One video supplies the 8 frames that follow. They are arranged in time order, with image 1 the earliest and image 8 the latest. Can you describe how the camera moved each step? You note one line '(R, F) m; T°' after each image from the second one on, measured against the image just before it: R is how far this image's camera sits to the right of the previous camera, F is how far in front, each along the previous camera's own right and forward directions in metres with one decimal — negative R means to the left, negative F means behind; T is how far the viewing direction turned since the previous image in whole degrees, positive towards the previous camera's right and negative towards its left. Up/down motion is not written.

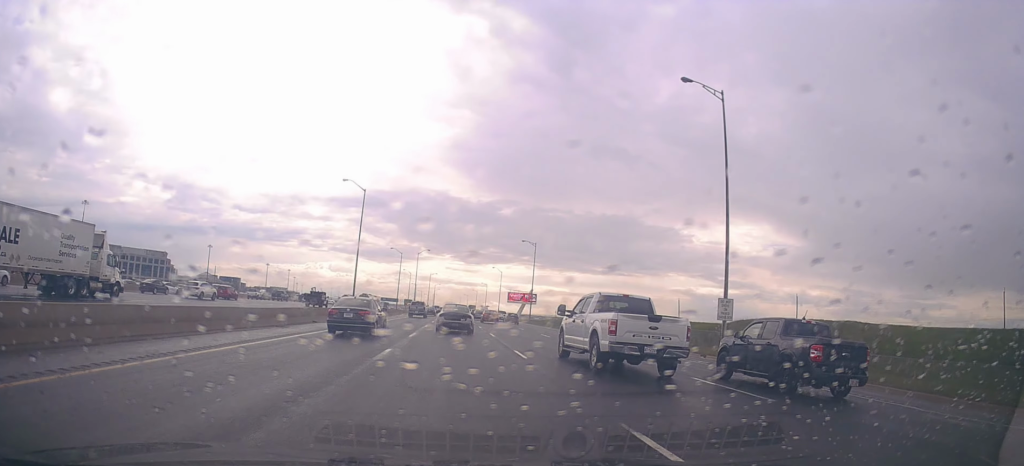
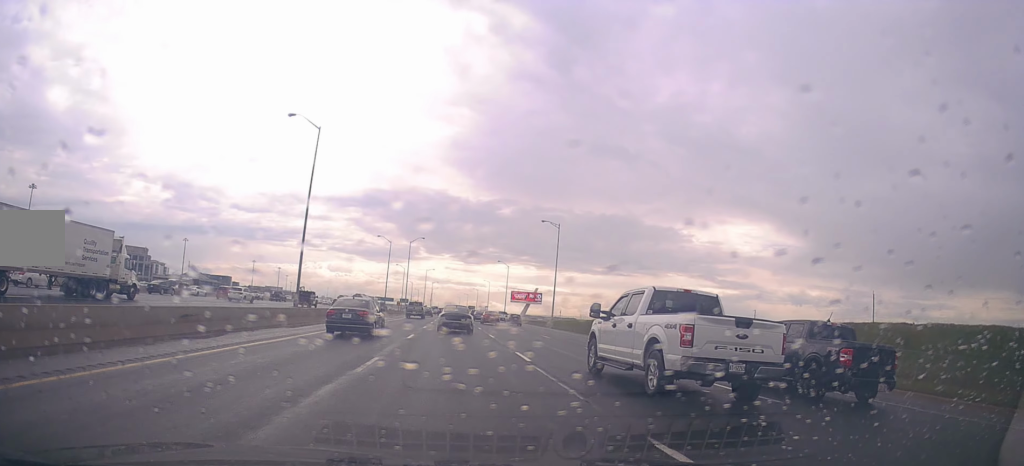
(+0.5, +25.6) m; 0°
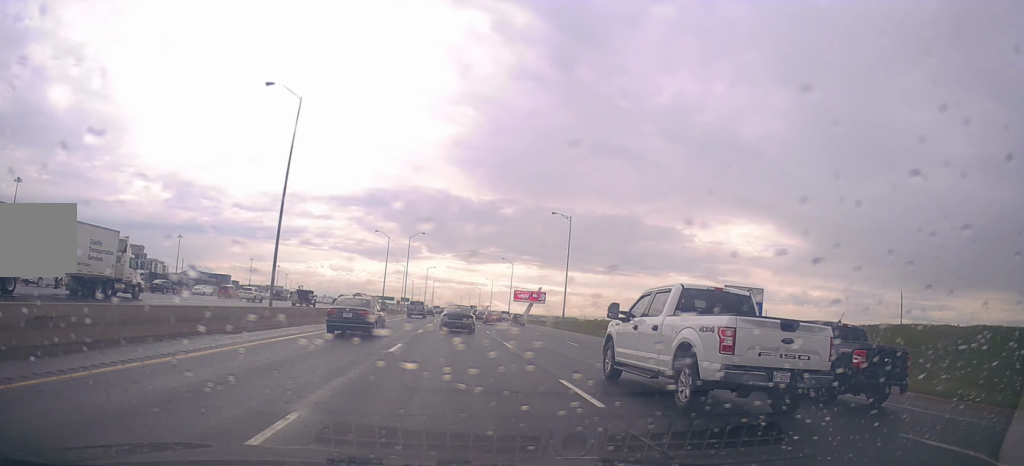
(0.0, +6.9) m; 0°
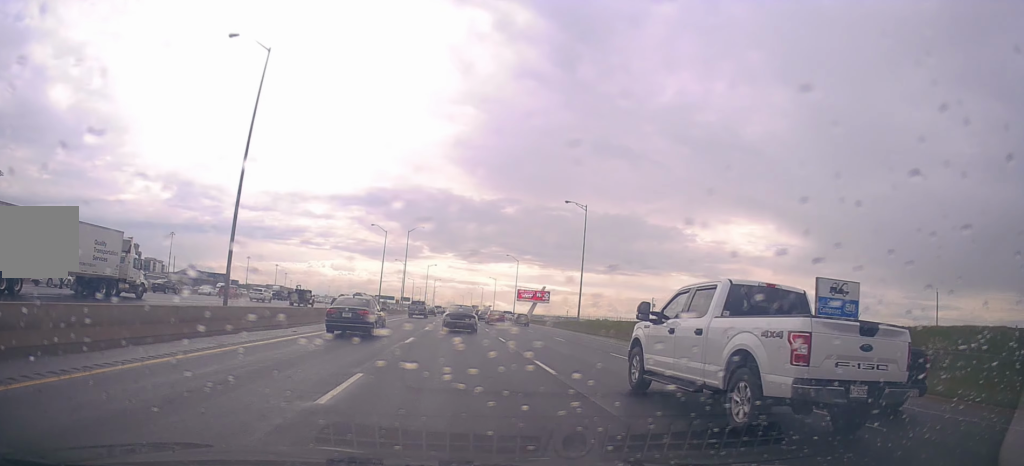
(+0.1, +8.5) m; 0°
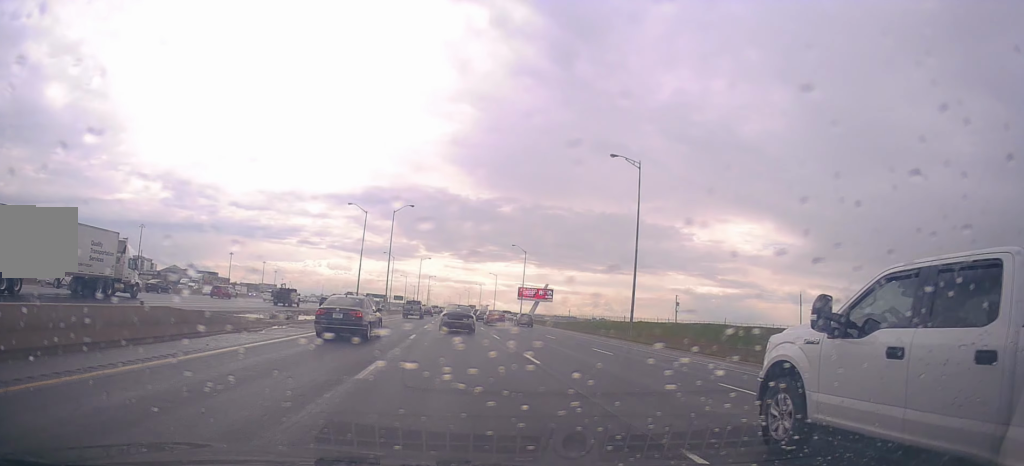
(+0.1, +22.5) m; +1°
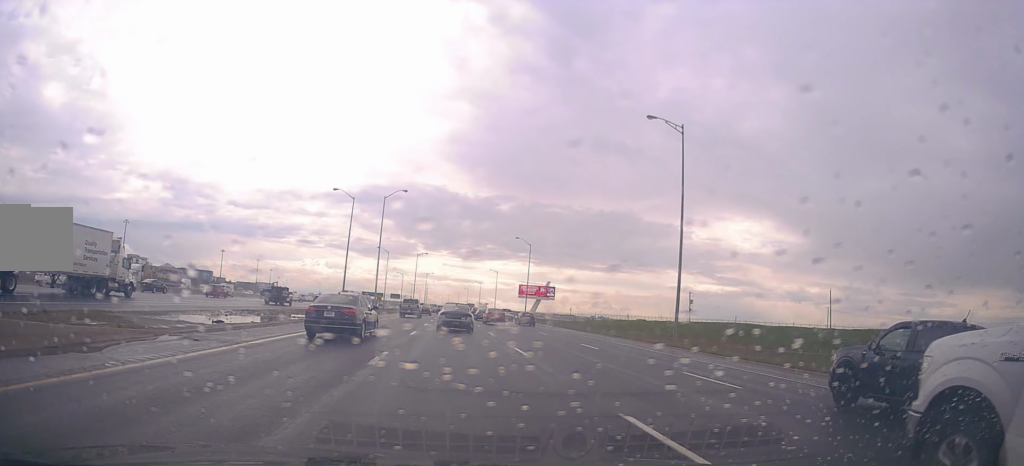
(+0.1, +10.2) m; 0°
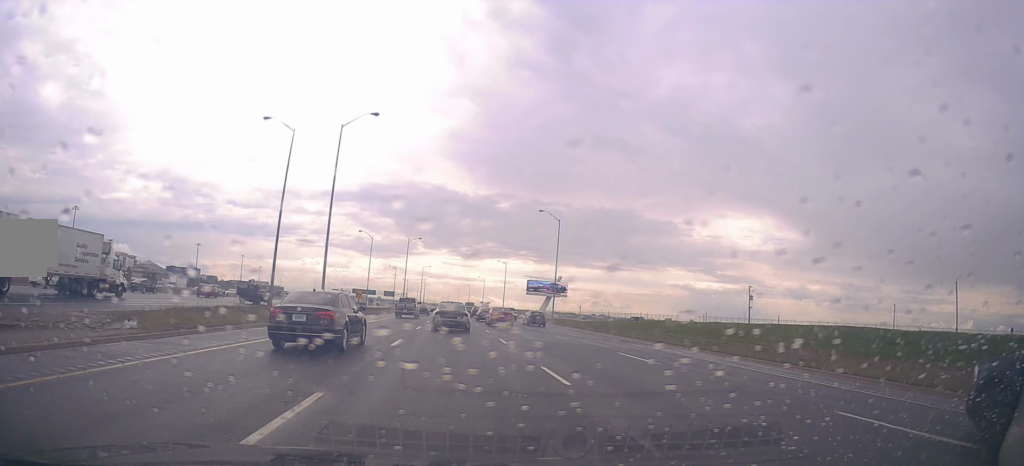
(-0.3, +31.2) m; -1°
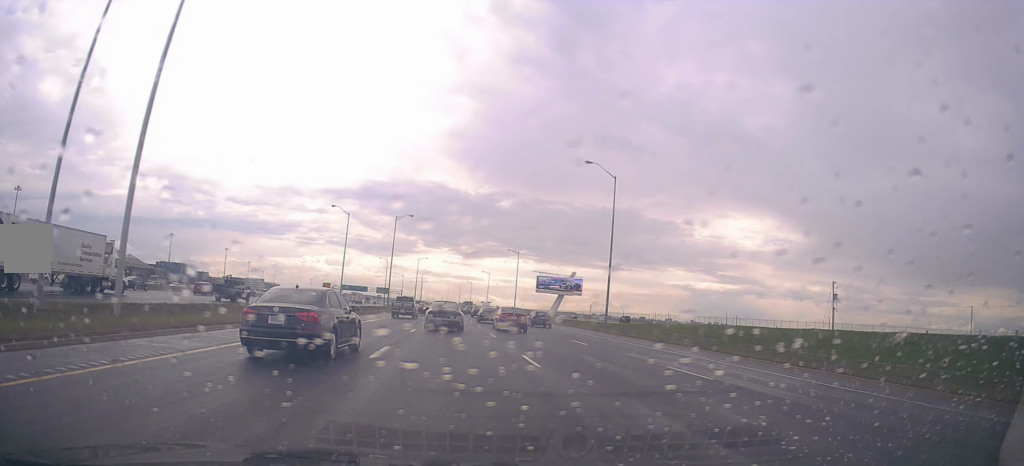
(+0.3, +29.2) m; 0°
